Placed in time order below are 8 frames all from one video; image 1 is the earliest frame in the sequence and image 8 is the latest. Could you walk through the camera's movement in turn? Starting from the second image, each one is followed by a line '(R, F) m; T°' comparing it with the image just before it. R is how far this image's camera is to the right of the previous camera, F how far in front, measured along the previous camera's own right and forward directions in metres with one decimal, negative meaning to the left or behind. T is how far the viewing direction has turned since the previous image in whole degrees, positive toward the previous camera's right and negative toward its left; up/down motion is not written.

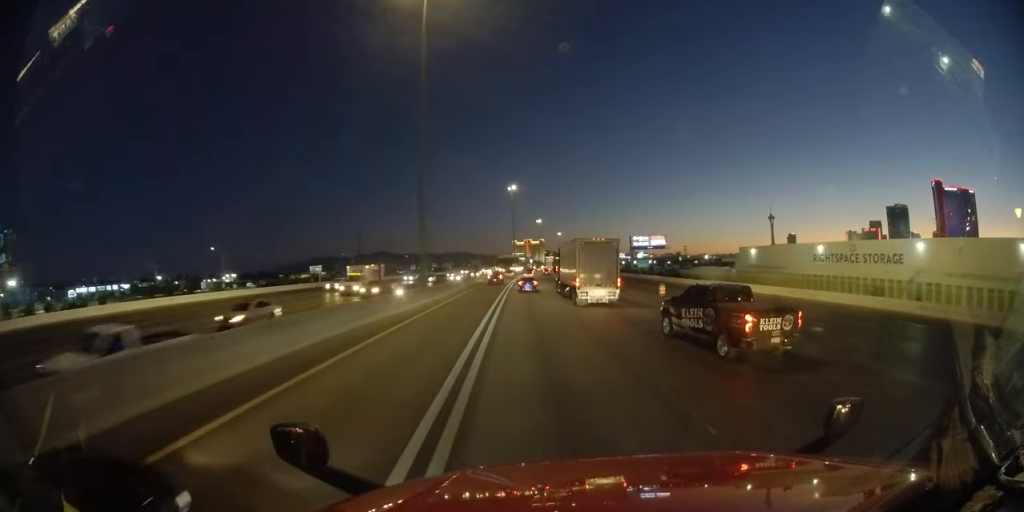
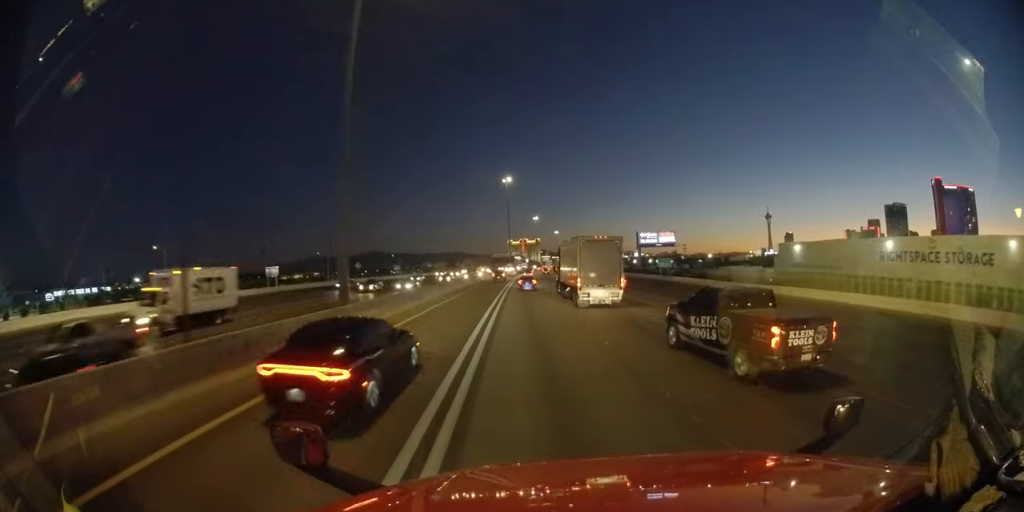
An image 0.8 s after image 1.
(+0.2, +14.2) m; +1°
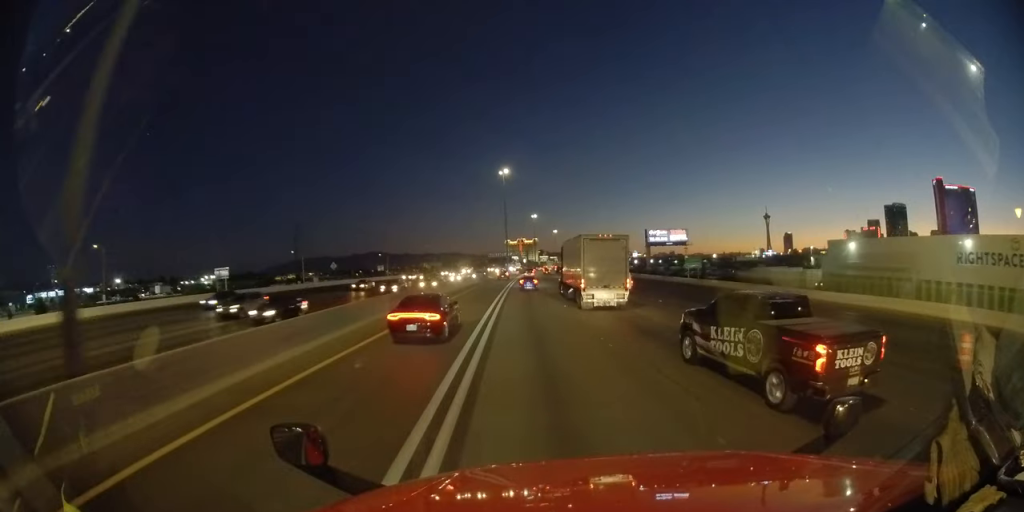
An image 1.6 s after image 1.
(-0.1, +12.8) m; 0°
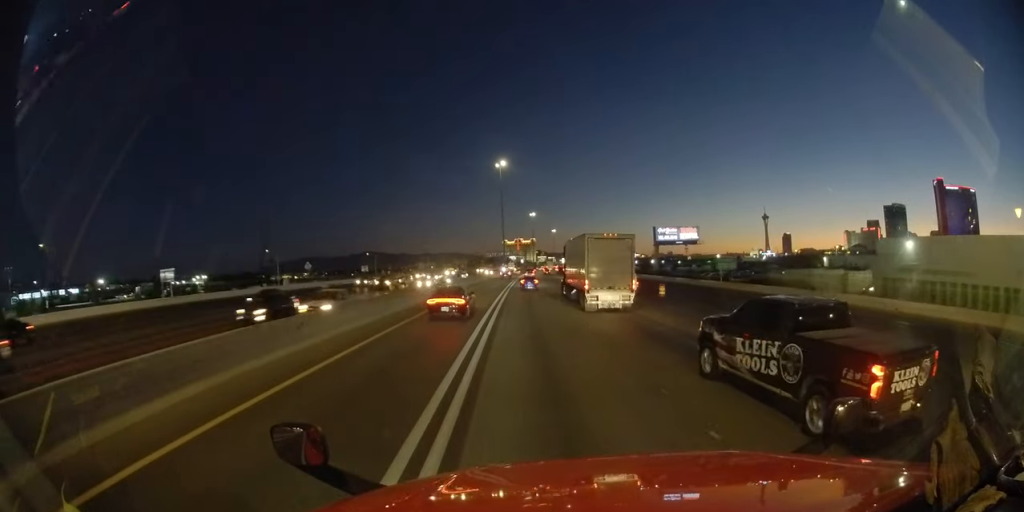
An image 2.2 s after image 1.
(+0.1, +10.6) m; 0°
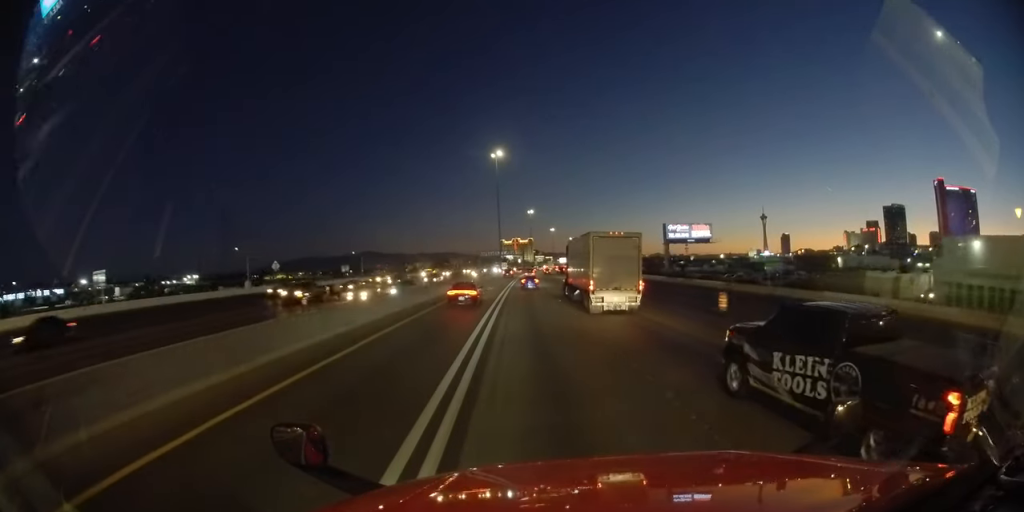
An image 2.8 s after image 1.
(0.0, +10.6) m; 0°
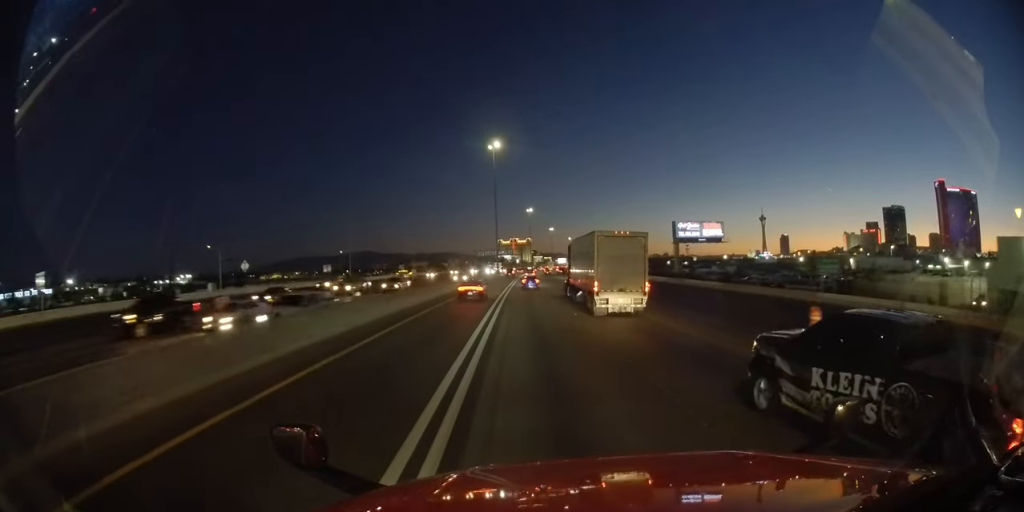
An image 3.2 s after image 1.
(0.0, +8.2) m; 0°
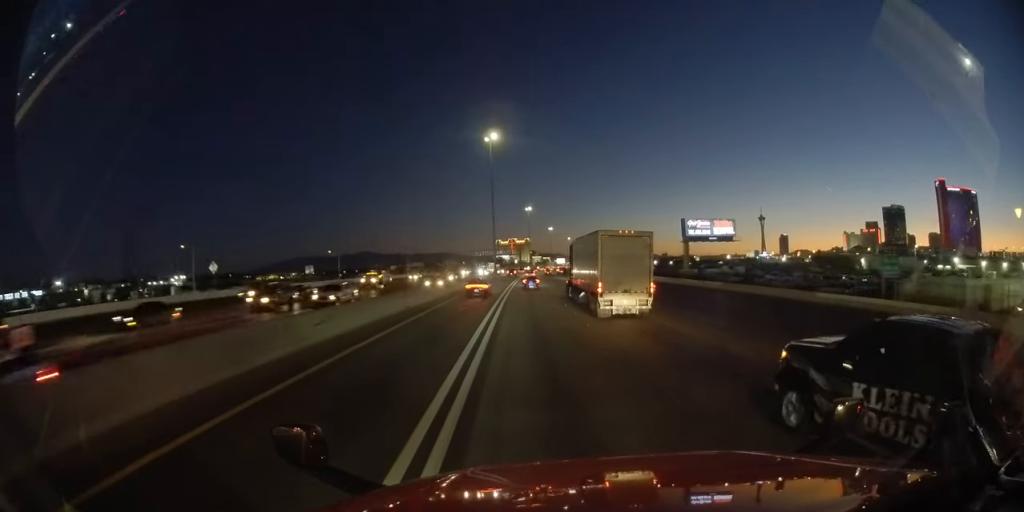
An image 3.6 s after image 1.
(0.0, +7.0) m; 0°
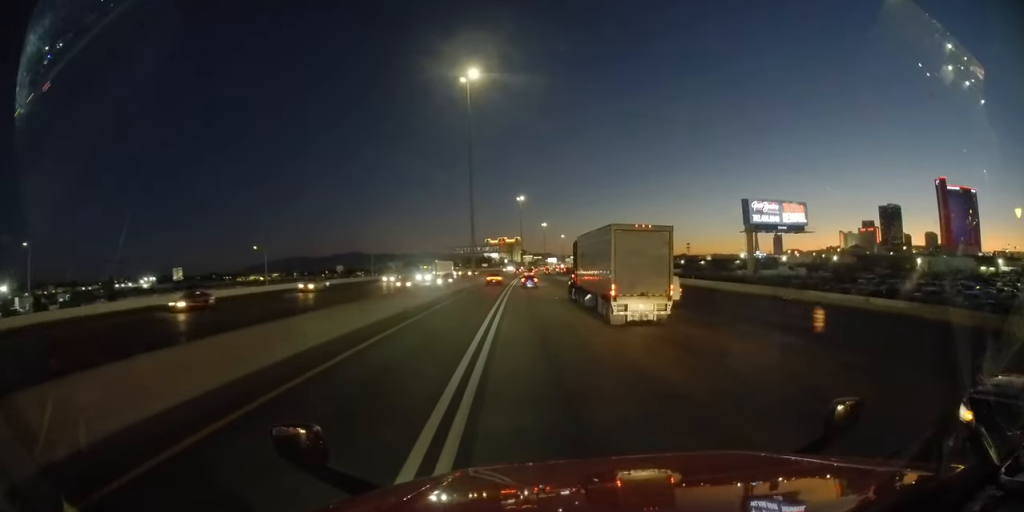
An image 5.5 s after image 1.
(+0.3, +32.2) m; +1°
